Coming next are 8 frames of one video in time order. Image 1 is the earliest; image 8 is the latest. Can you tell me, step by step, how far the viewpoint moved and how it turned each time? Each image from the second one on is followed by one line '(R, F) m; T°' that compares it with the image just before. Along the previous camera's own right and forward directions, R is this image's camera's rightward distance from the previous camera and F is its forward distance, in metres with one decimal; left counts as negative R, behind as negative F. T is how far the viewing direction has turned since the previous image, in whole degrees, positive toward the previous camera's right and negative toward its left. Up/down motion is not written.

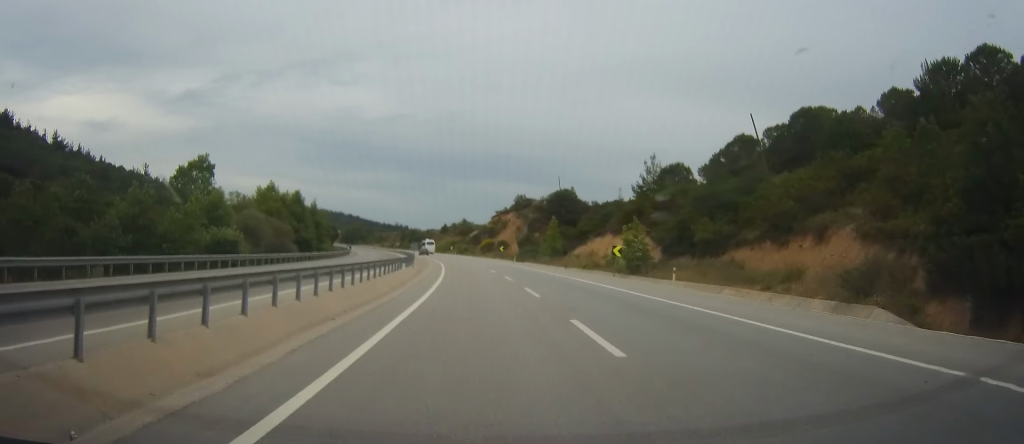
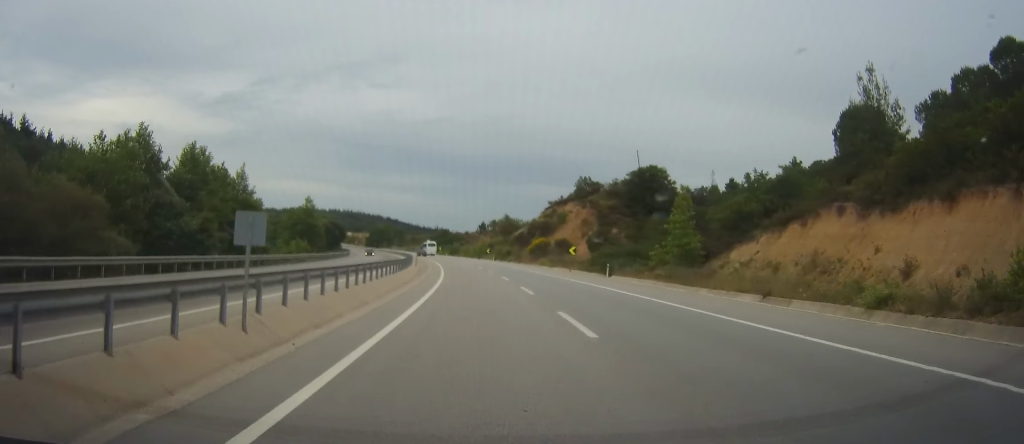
(-1.4, +45.3) m; -3°
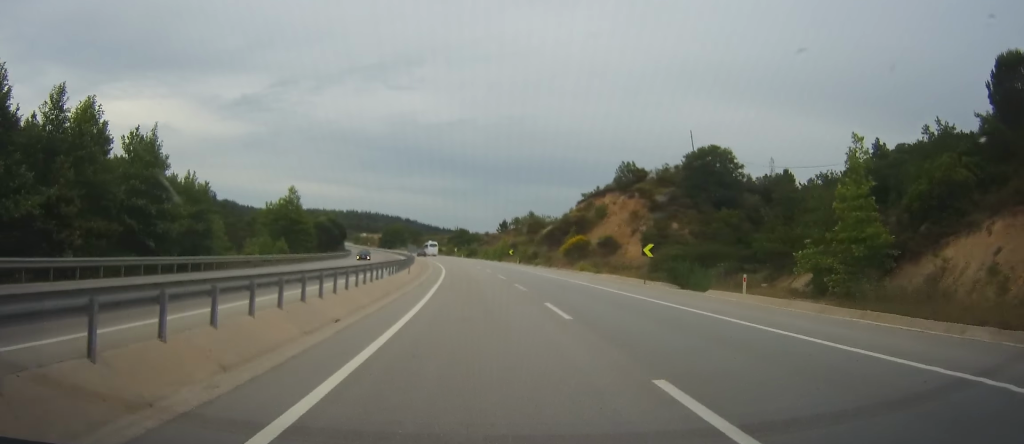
(0.0, +20.3) m; -1°
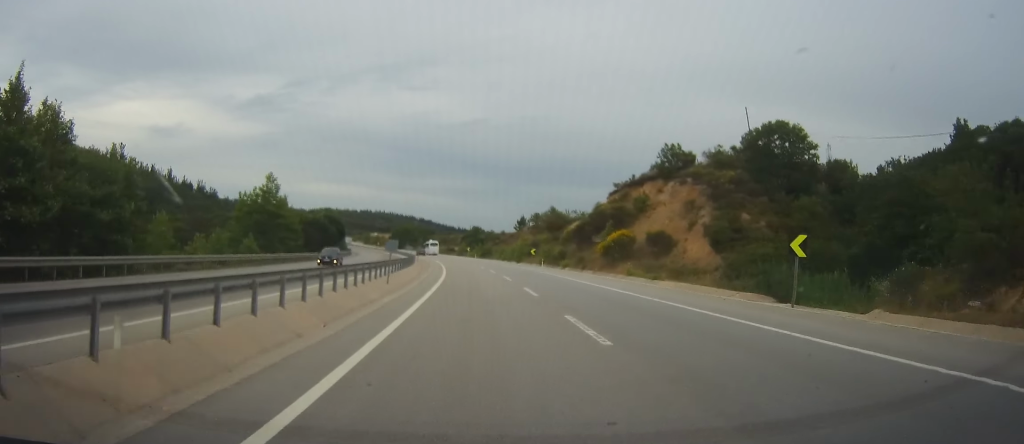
(-0.3, +16.8) m; -1°
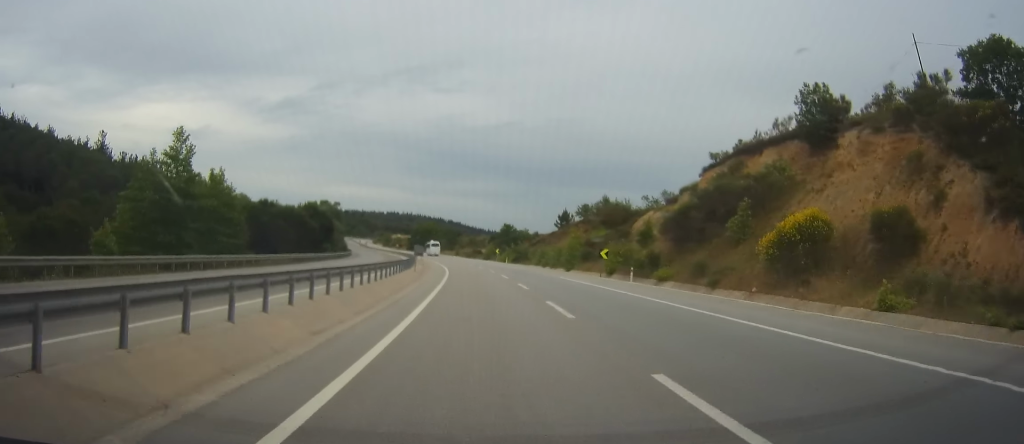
(-0.2, +31.3) m; -3°
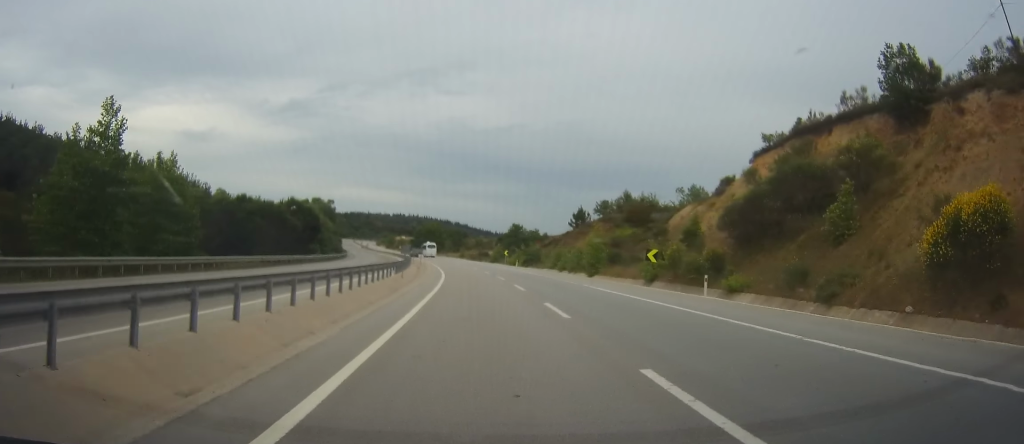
(-0.4, +12.3) m; -1°
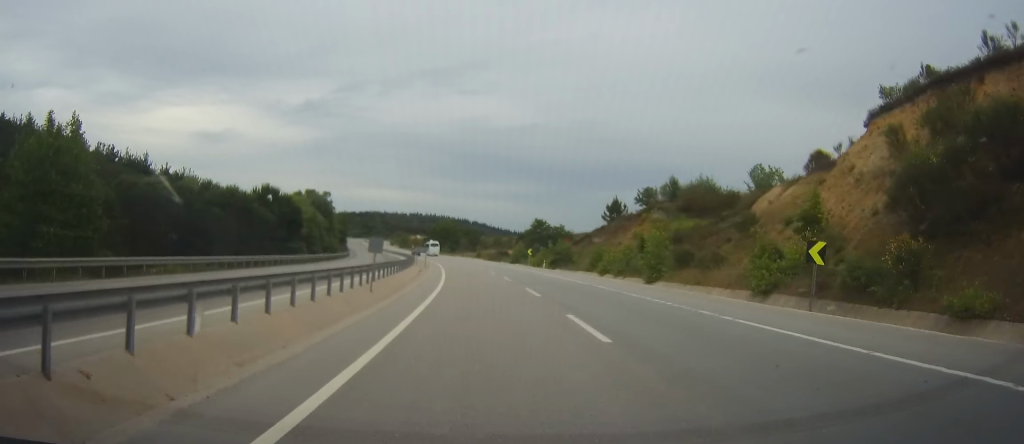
(-0.4, +16.3) m; -1°
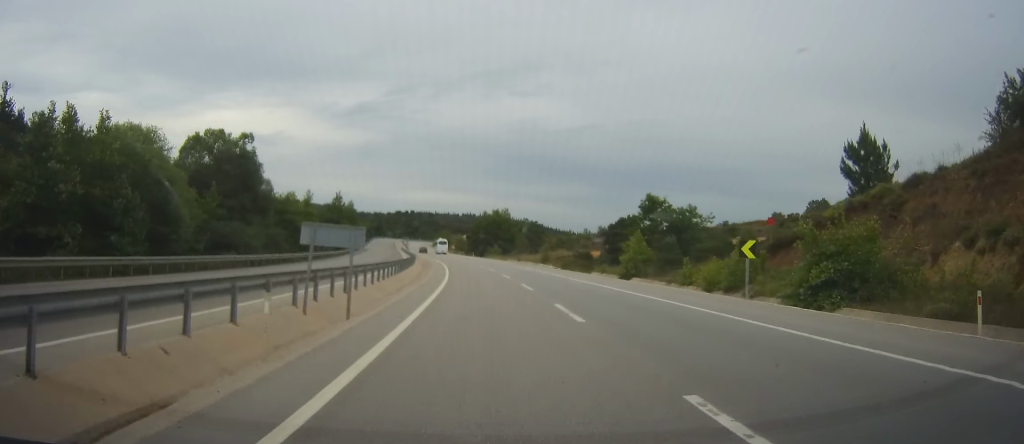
(-2.4, +56.6) m; -6°
